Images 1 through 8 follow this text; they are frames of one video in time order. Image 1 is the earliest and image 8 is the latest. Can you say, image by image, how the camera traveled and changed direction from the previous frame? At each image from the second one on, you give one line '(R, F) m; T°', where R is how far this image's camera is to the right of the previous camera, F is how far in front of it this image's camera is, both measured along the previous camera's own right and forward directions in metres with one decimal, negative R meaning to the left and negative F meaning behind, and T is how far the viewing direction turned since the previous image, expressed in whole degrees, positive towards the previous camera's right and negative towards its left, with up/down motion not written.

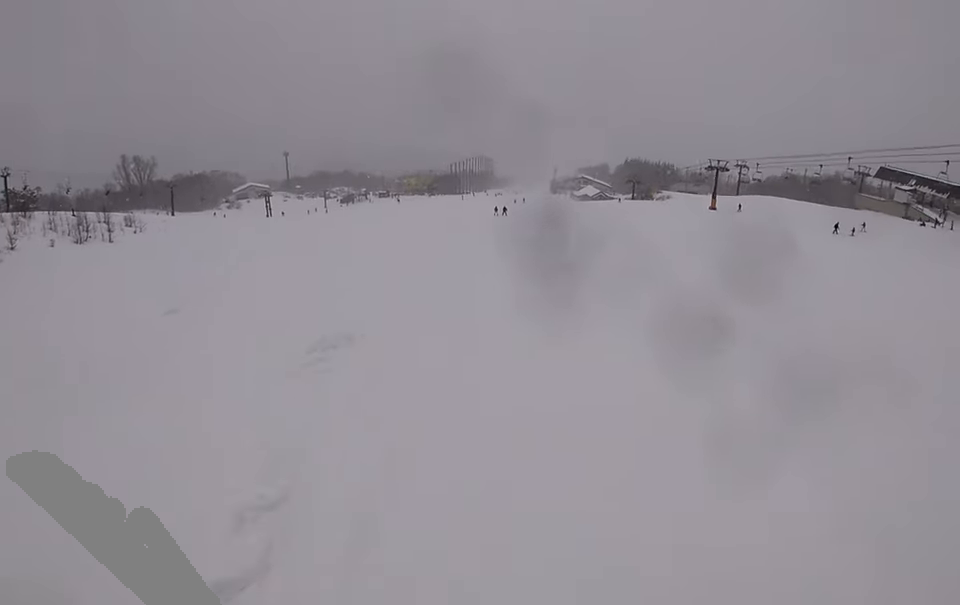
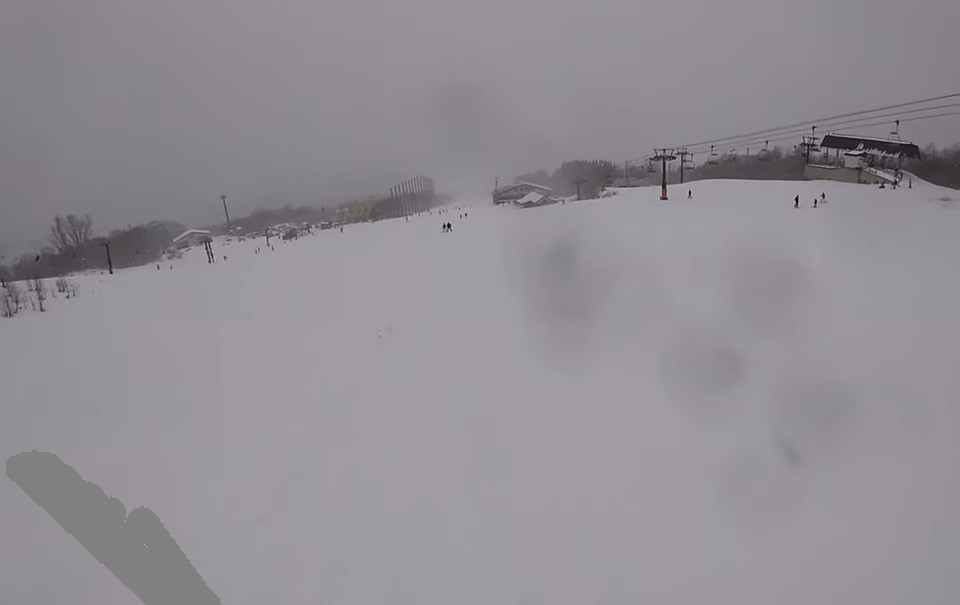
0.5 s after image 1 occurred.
(-0.1, +4.2) m; +6°
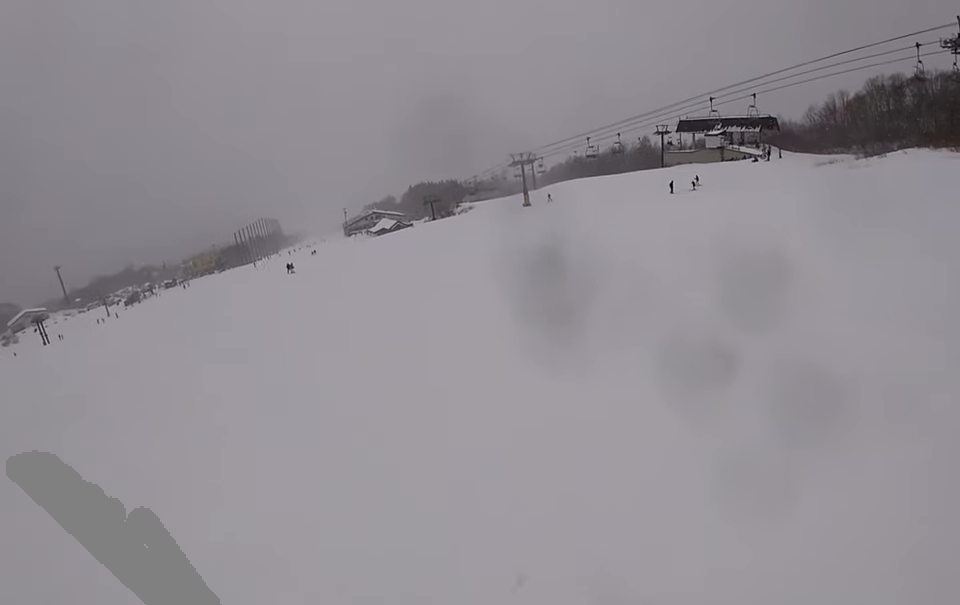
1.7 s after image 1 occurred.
(+1.3, +9.0) m; +21°
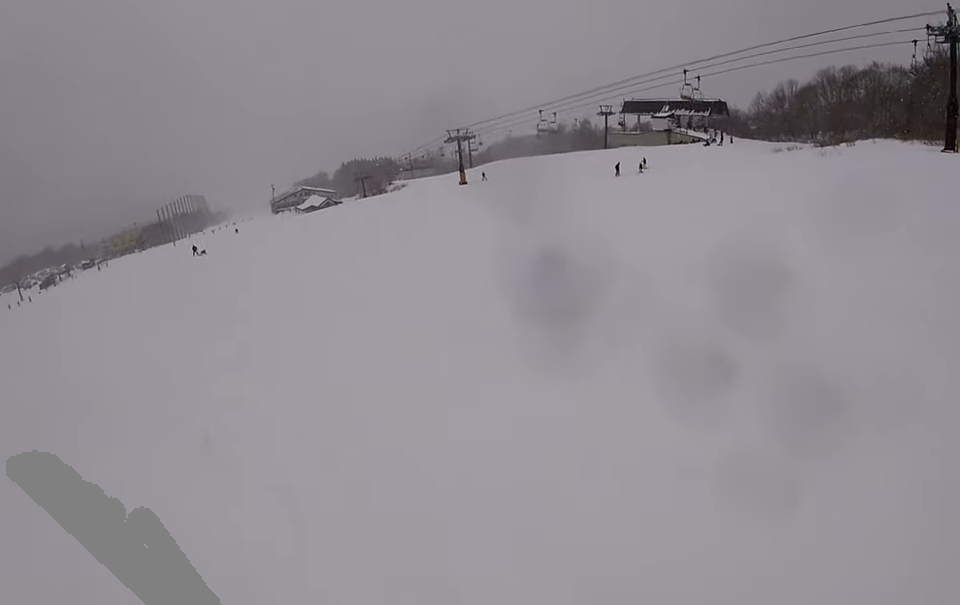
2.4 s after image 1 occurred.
(+0.8, +5.0) m; +4°
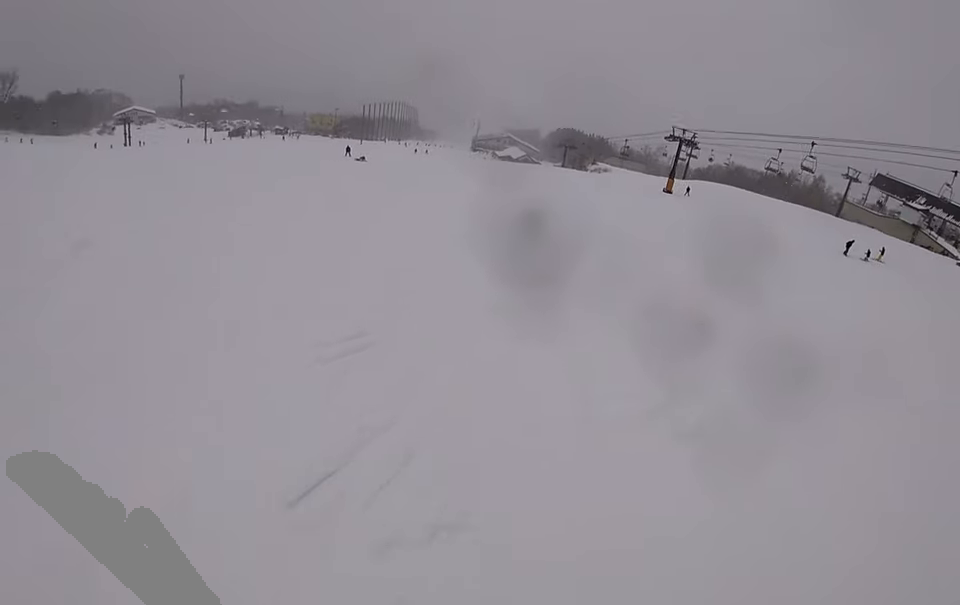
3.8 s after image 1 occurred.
(-1.0, +9.7) m; -24°
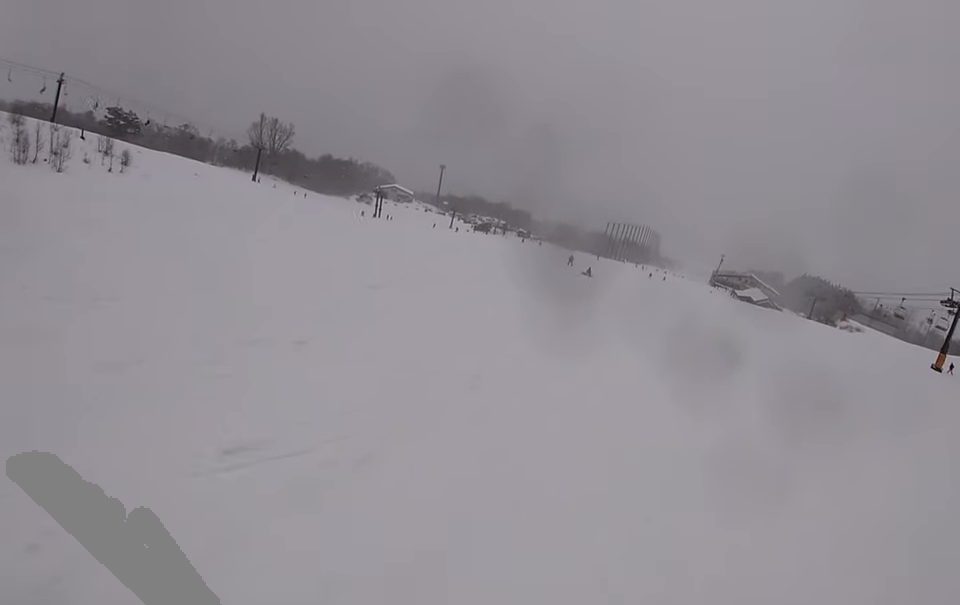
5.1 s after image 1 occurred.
(-2.0, +8.6) m; -19°
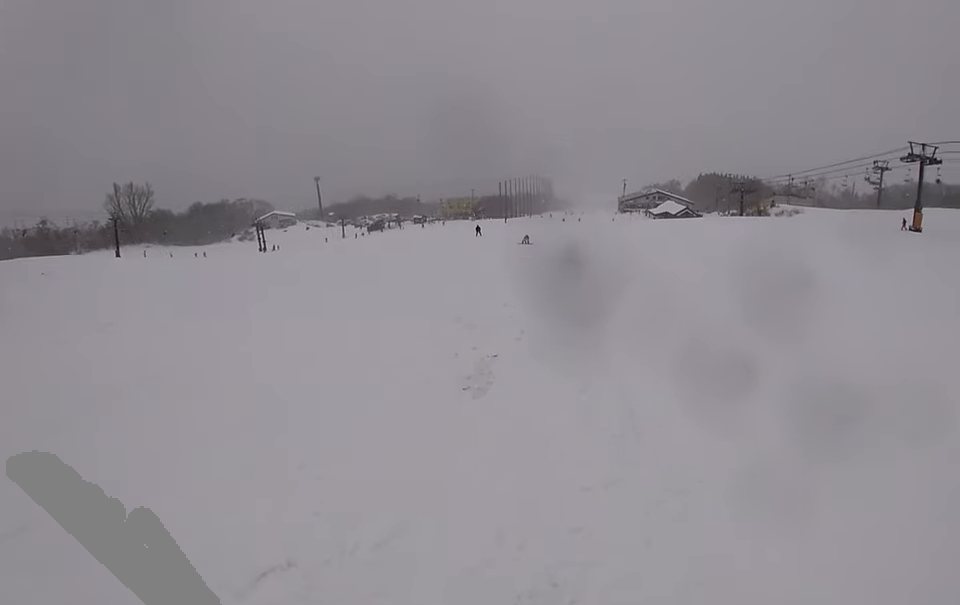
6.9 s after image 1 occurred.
(-0.1, +11.1) m; +13°
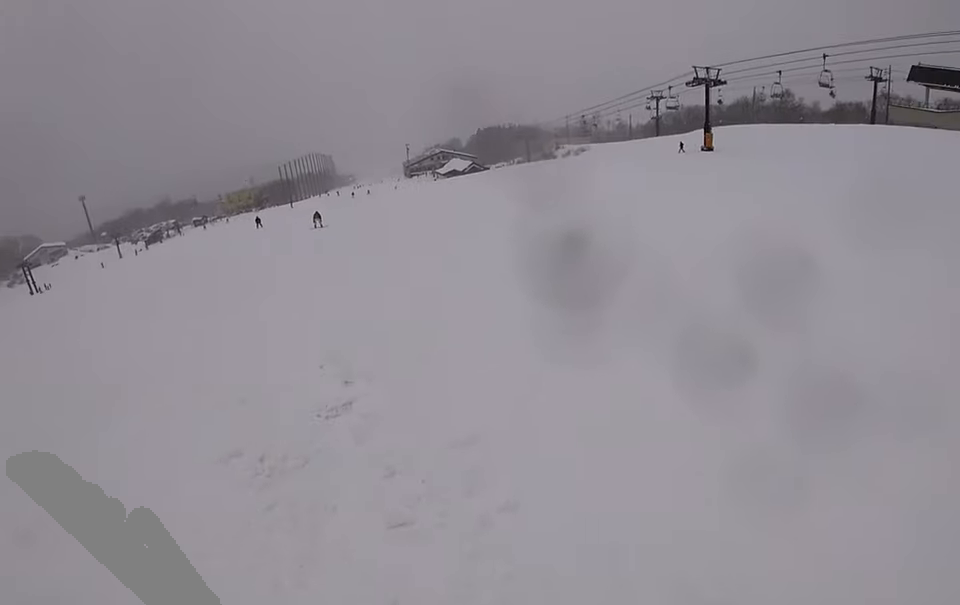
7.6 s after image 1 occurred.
(+0.7, +3.6) m; +21°
